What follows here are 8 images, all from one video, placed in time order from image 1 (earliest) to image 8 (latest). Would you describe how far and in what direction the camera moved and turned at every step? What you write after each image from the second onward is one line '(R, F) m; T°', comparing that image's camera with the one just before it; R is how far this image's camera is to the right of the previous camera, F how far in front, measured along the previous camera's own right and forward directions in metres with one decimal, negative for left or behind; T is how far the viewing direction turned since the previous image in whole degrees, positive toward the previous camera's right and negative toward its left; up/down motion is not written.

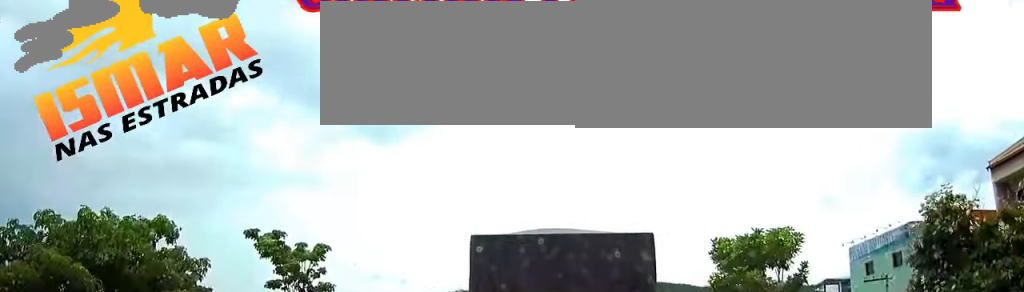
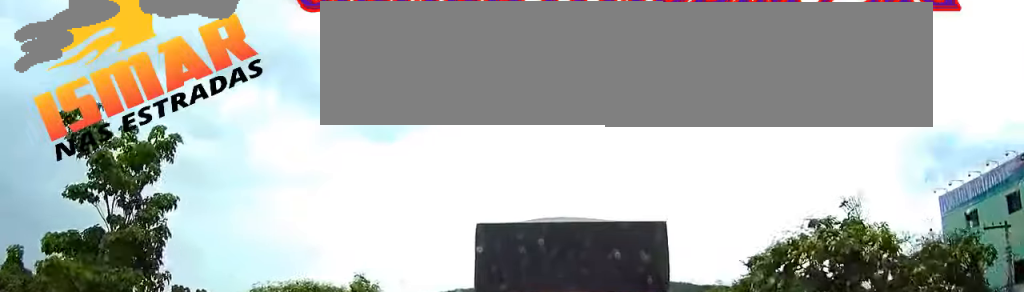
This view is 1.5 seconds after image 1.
(-0.1, +13.9) m; 0°
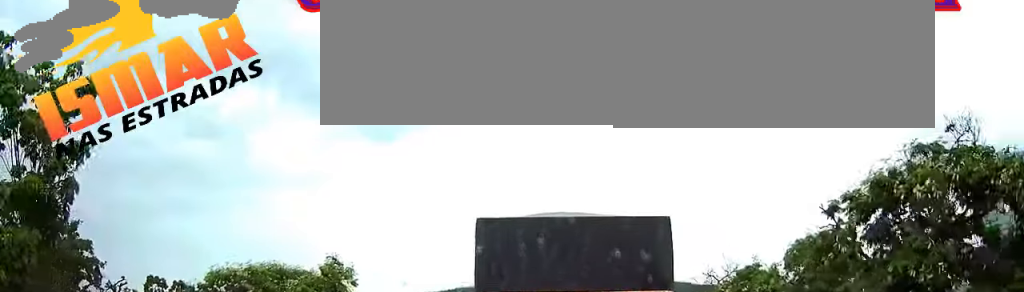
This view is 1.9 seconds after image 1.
(0.0, +4.0) m; 0°
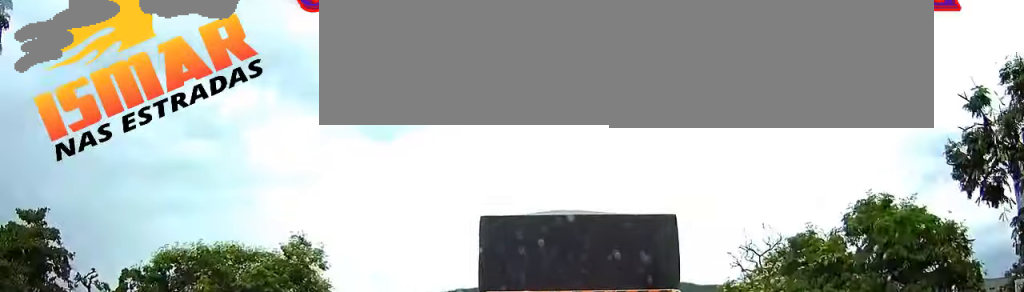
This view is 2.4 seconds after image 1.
(0.0, +4.0) m; 0°
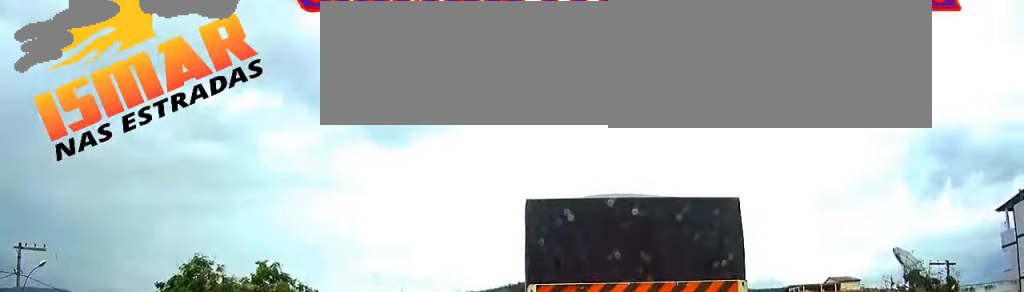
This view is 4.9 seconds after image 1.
(+0.1, +23.5) m; 0°
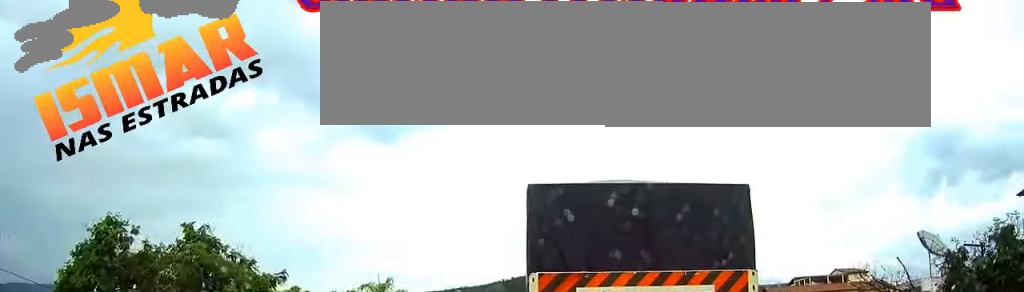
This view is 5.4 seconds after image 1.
(0.0, +4.6) m; 0°
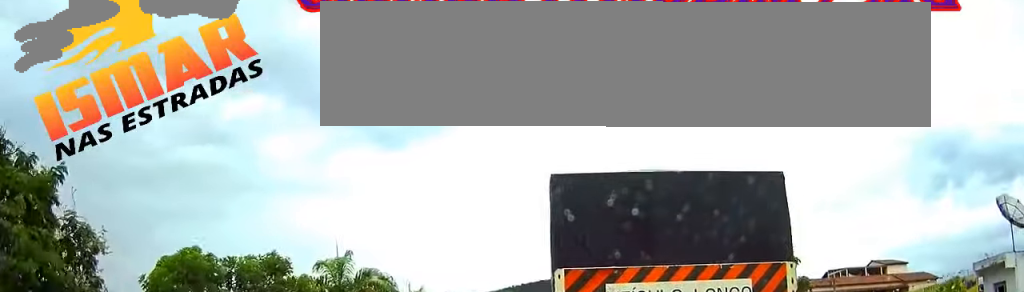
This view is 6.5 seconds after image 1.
(0.0, +9.6) m; -1°
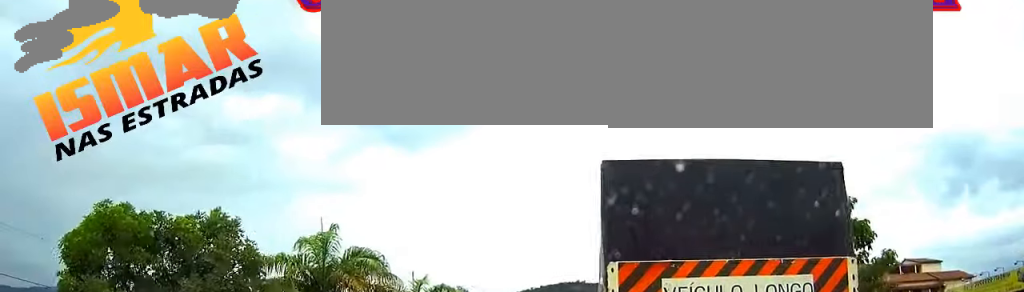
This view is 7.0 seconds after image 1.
(-0.1, +4.8) m; -1°
